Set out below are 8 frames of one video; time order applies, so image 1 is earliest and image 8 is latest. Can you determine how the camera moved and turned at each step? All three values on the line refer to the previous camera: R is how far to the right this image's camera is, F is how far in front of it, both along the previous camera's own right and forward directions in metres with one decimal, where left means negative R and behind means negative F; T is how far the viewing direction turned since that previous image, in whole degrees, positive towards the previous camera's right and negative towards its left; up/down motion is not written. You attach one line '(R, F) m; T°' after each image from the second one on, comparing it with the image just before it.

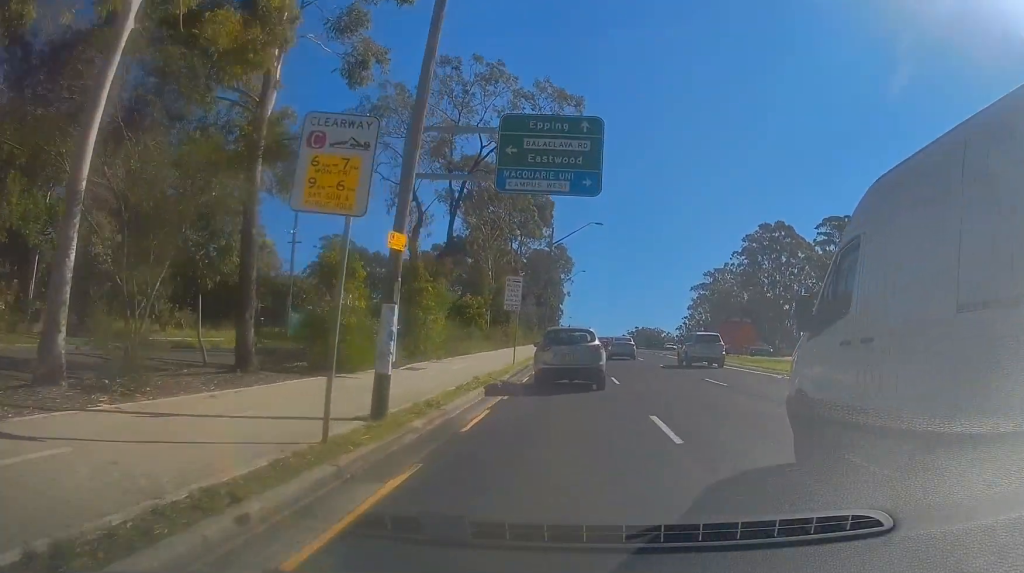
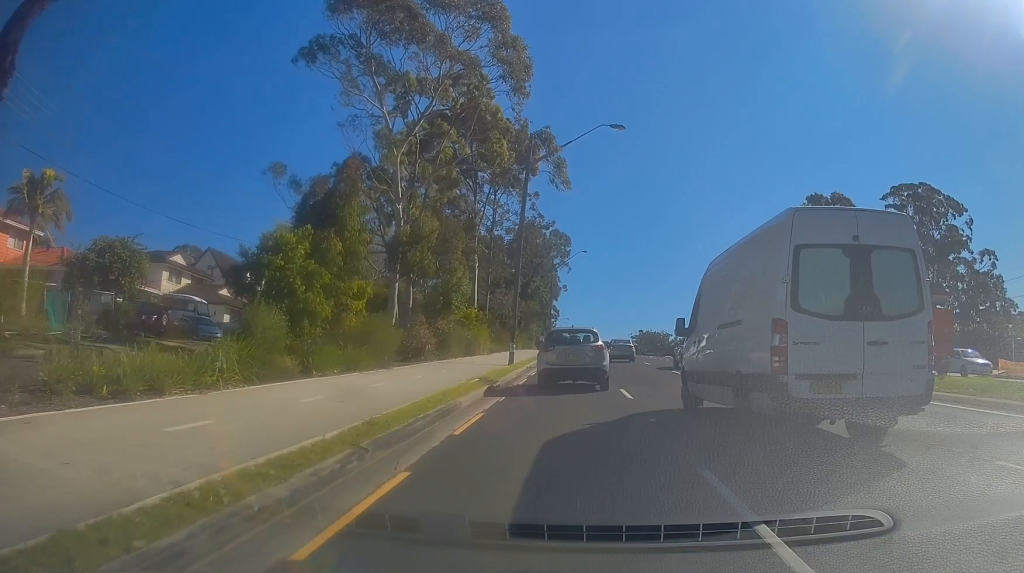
(-0.7, +29.7) m; -2°
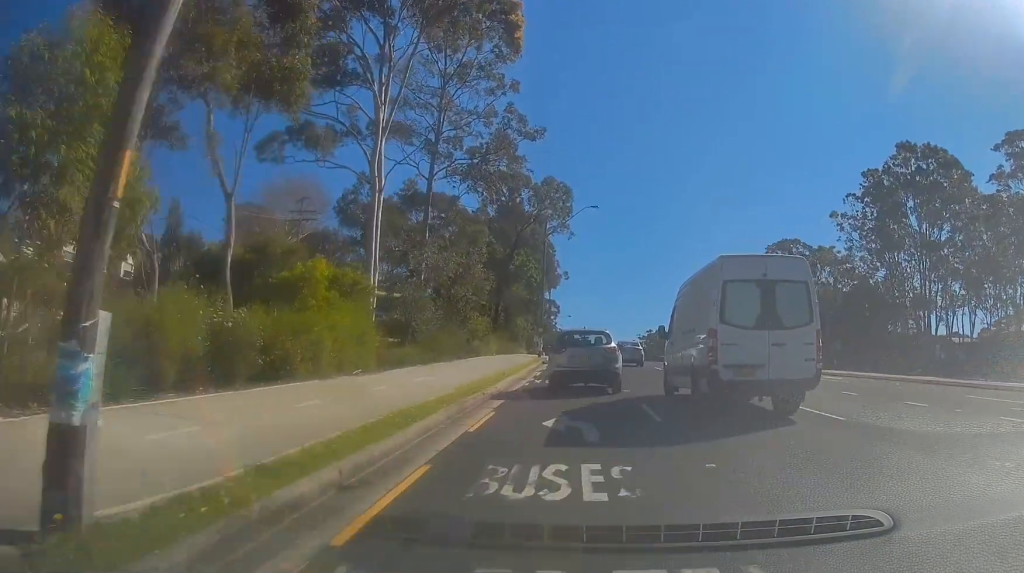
(+0.4, +28.5) m; +1°
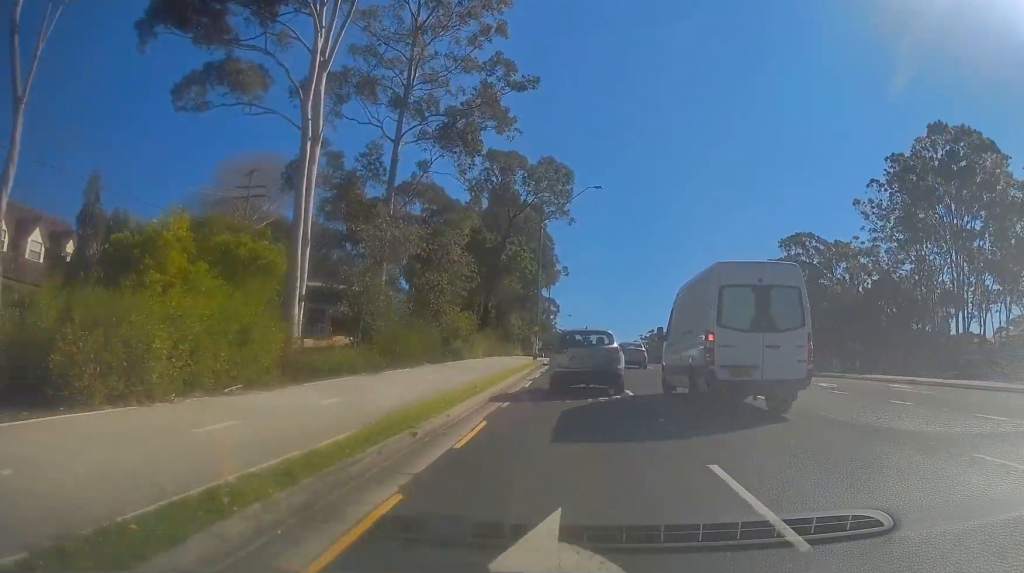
(0.0, +6.7) m; 0°
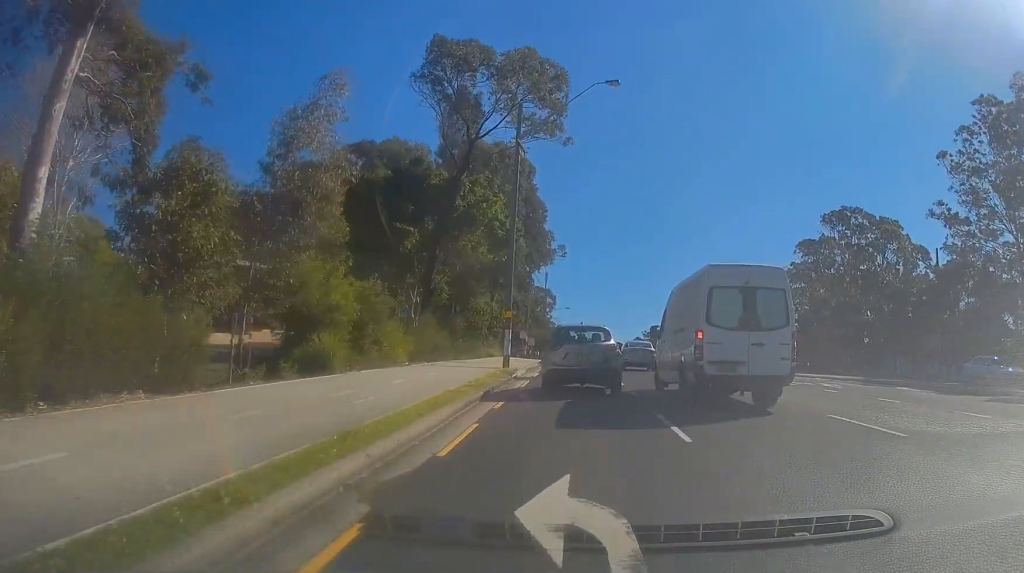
(+0.2, +19.1) m; +1°
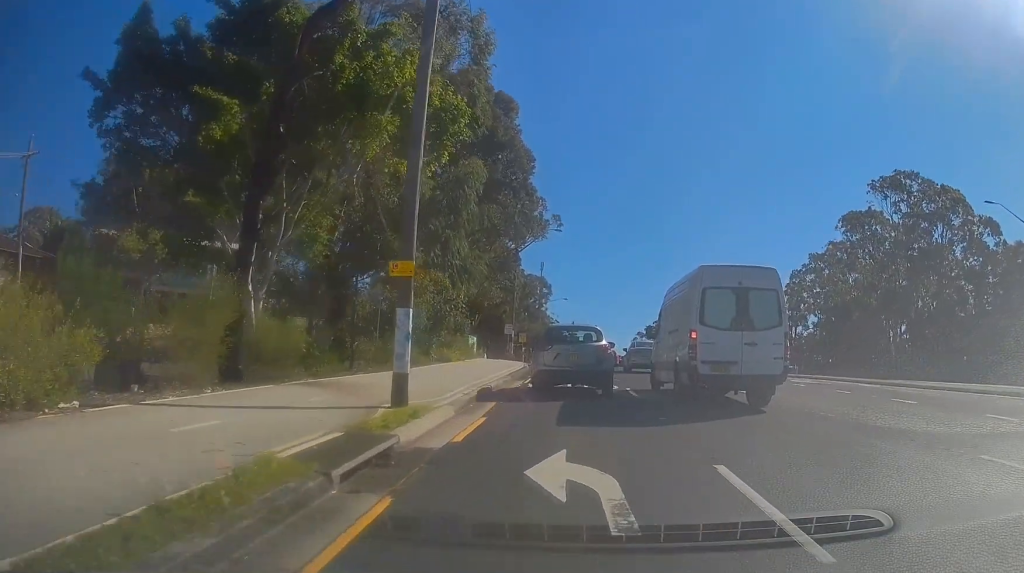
(0.0, +16.9) m; -1°
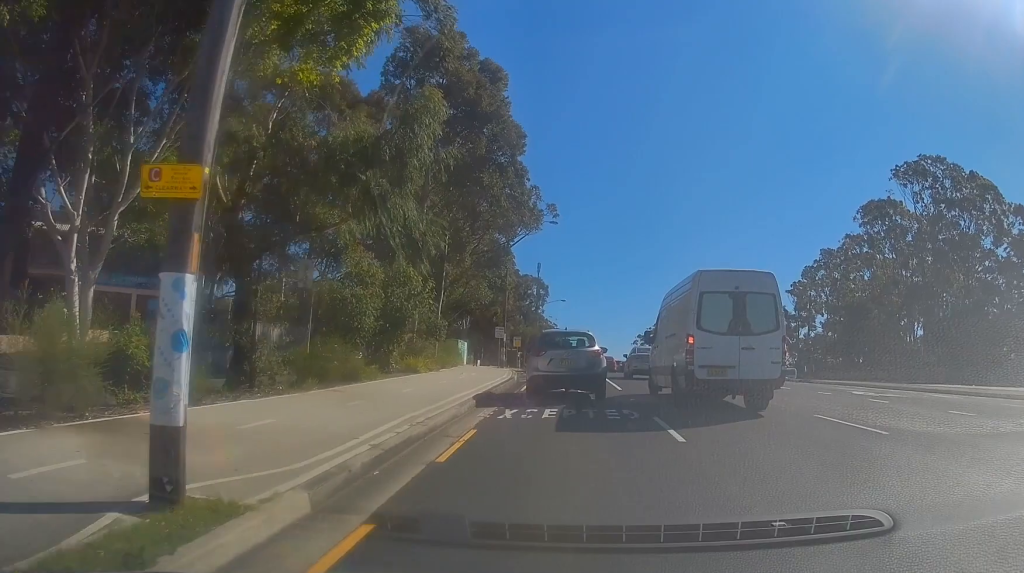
(-0.1, +6.8) m; -1°
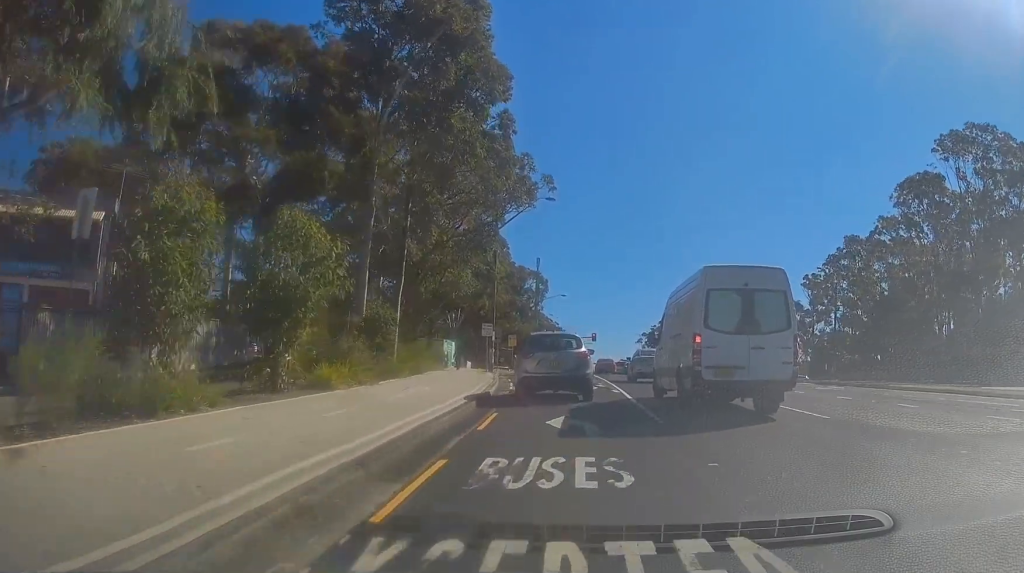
(0.0, +9.6) m; -1°
